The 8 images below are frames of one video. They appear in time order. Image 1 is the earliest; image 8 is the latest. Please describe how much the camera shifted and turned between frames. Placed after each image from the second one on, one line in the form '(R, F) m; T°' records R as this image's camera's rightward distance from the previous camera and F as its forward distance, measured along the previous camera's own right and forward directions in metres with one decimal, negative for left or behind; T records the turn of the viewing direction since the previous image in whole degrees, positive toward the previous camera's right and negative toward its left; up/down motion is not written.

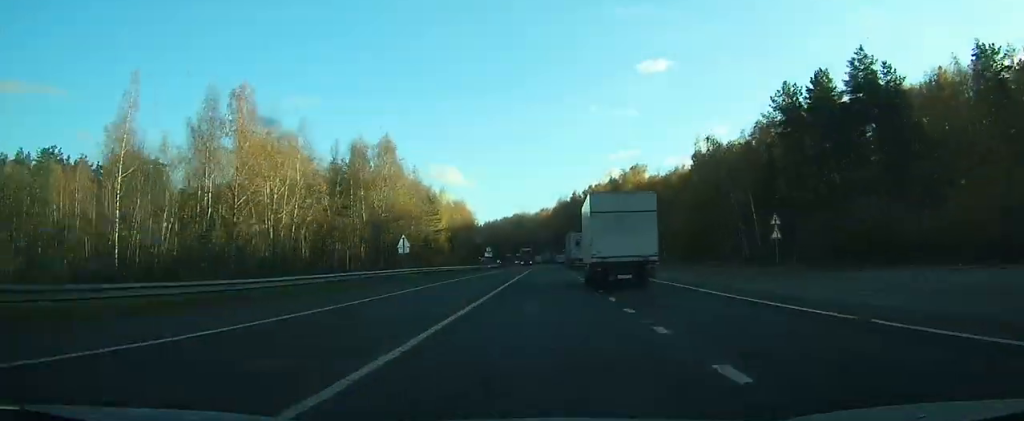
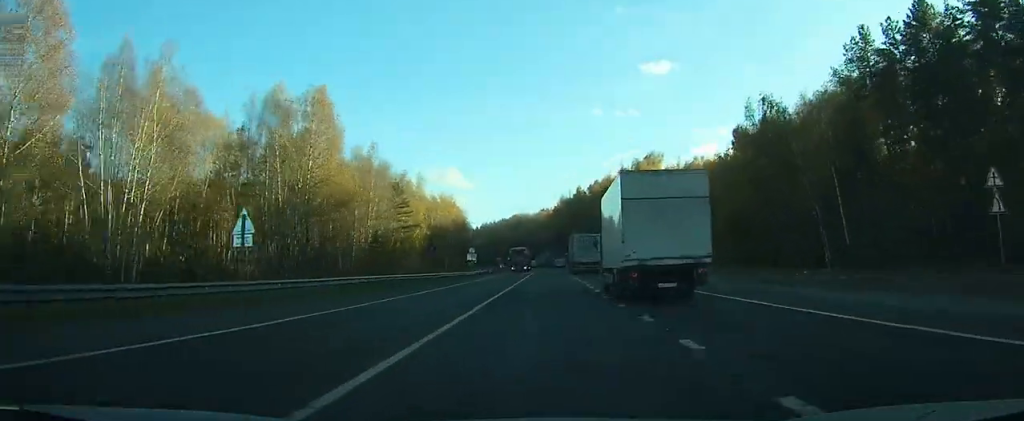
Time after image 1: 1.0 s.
(0.0, +28.0) m; 0°
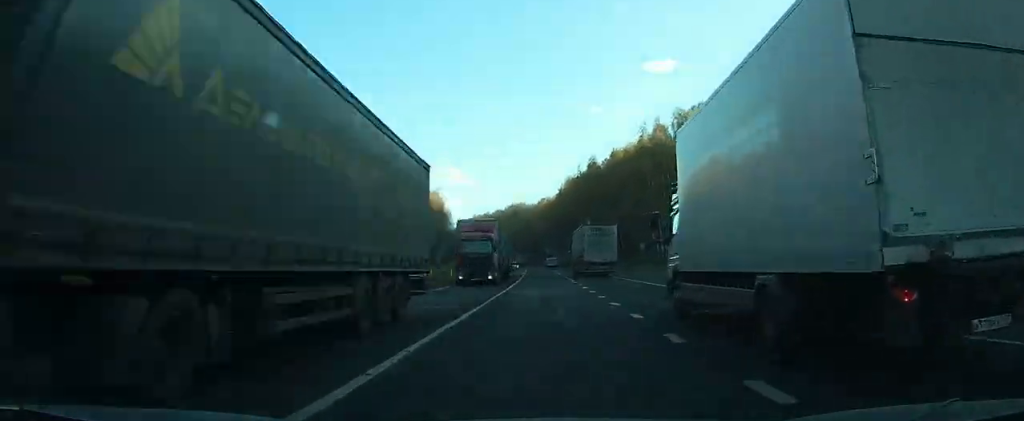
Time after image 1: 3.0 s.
(0.0, +63.0) m; 0°
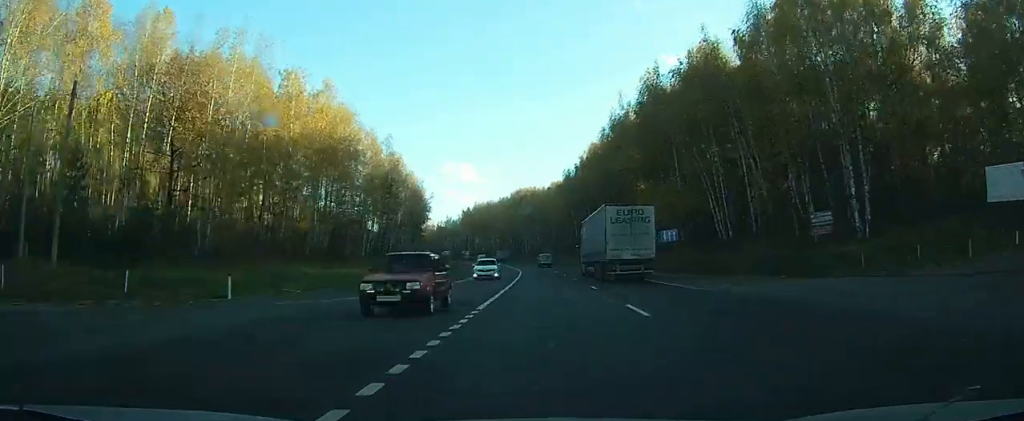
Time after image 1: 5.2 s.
(-0.6, +82.1) m; -1°
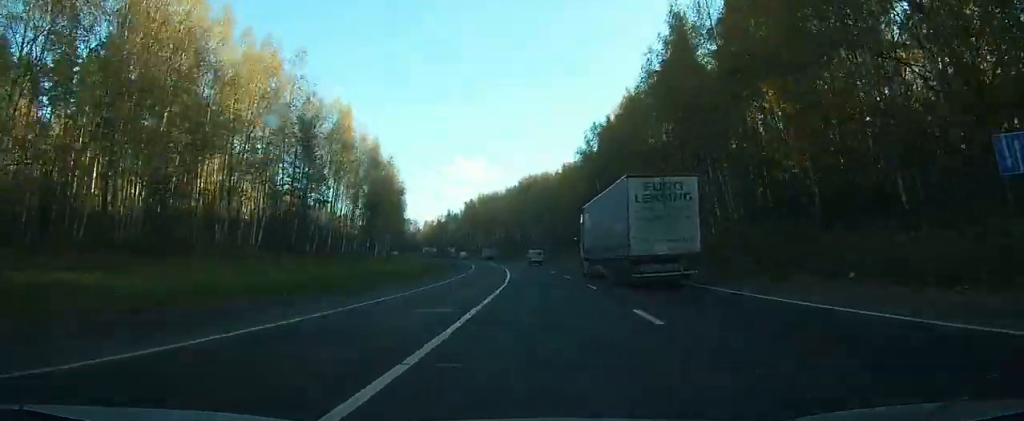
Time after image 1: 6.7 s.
(-0.5, +56.1) m; -1°
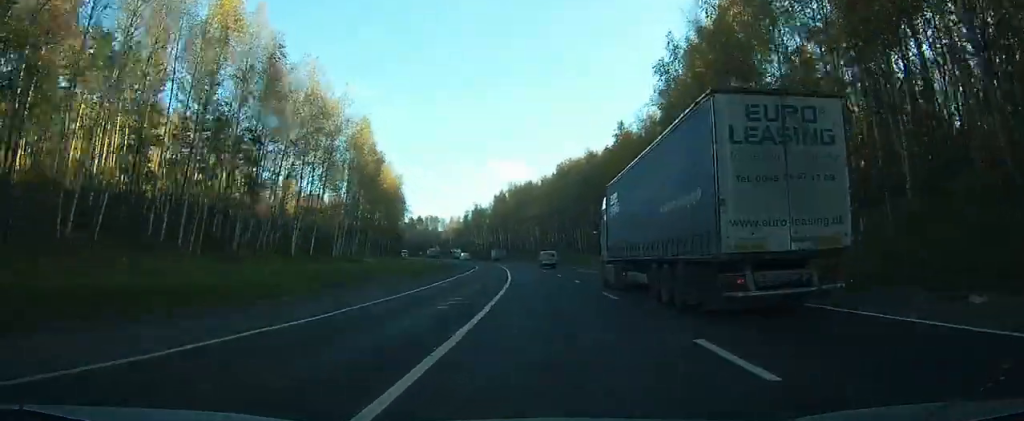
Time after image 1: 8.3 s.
(0.0, +45.2) m; -8°
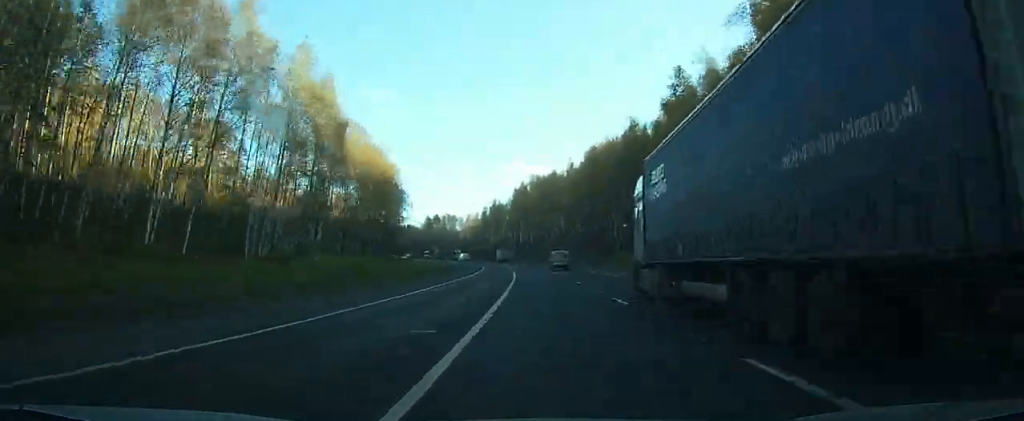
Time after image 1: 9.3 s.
(-1.4, +23.5) m; -6°
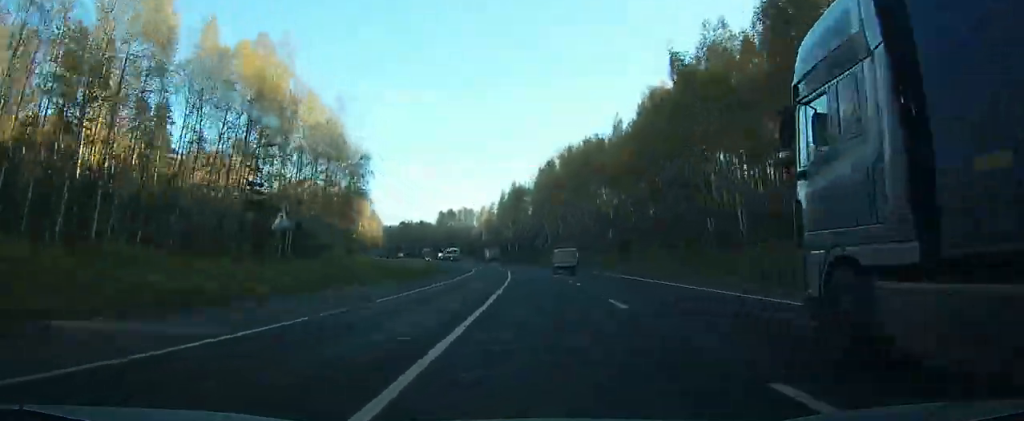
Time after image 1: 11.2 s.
(-6.8, +38.3) m; -11°
